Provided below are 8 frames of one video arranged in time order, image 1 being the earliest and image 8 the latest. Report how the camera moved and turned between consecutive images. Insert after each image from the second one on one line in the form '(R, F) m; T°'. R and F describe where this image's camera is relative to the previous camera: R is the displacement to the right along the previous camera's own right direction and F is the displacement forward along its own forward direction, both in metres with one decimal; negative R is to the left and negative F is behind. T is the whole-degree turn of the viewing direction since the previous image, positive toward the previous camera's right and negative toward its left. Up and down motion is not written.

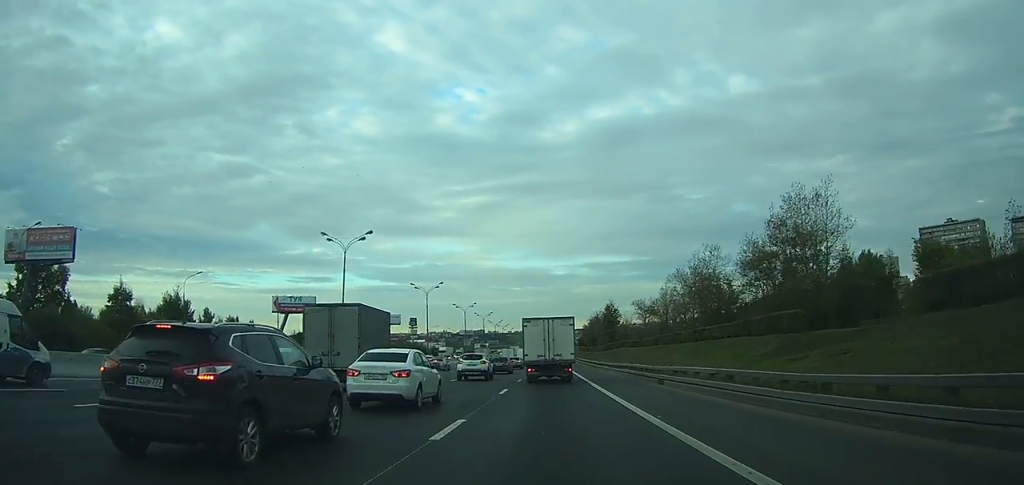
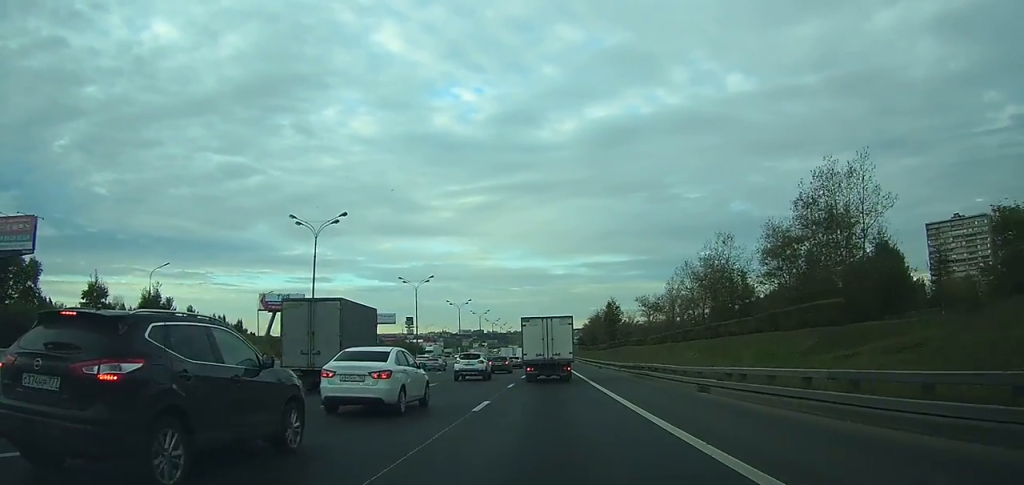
(+0.2, +7.2) m; 0°
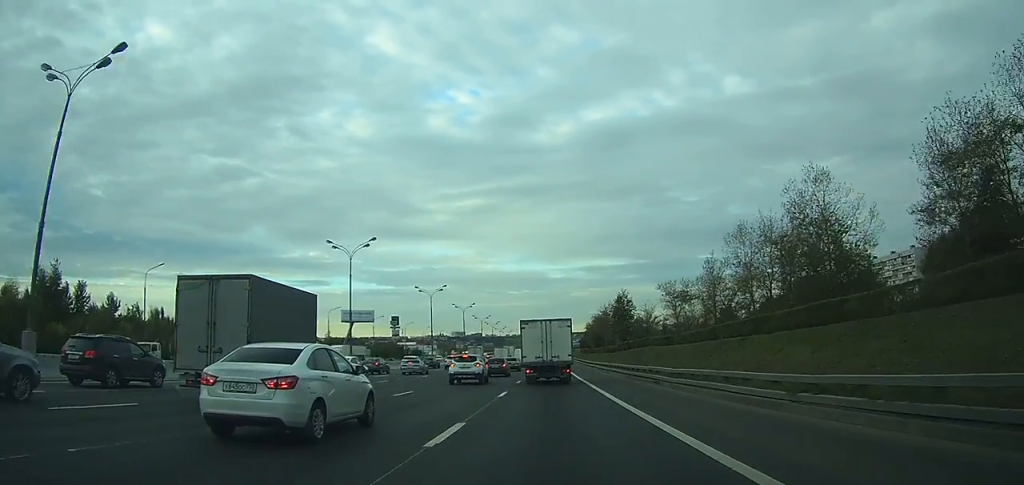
(+0.2, +27.5) m; 0°
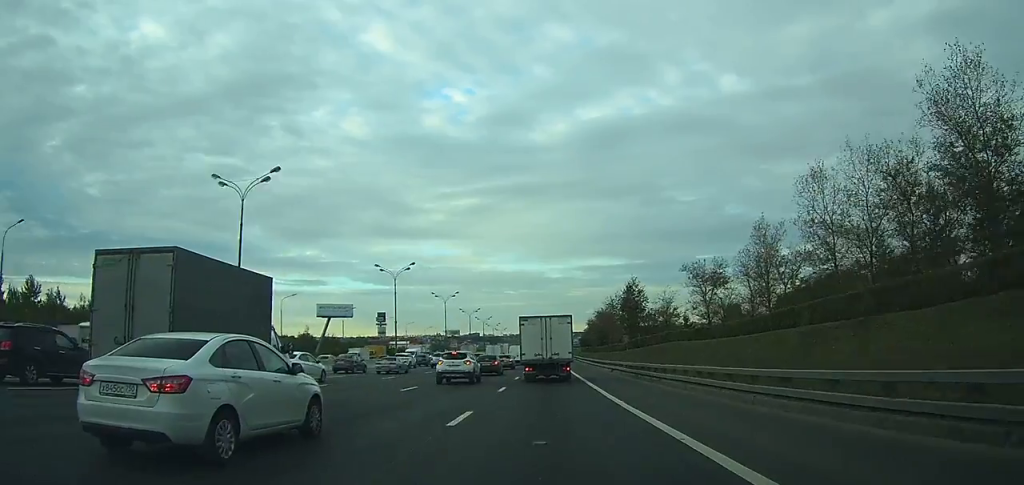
(0.0, +20.9) m; -1°
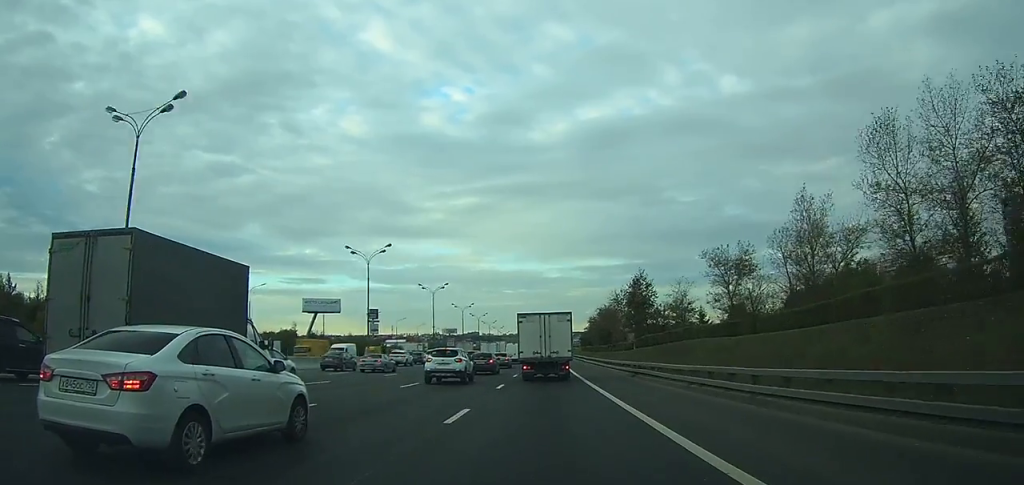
(0.0, +11.8) m; -1°
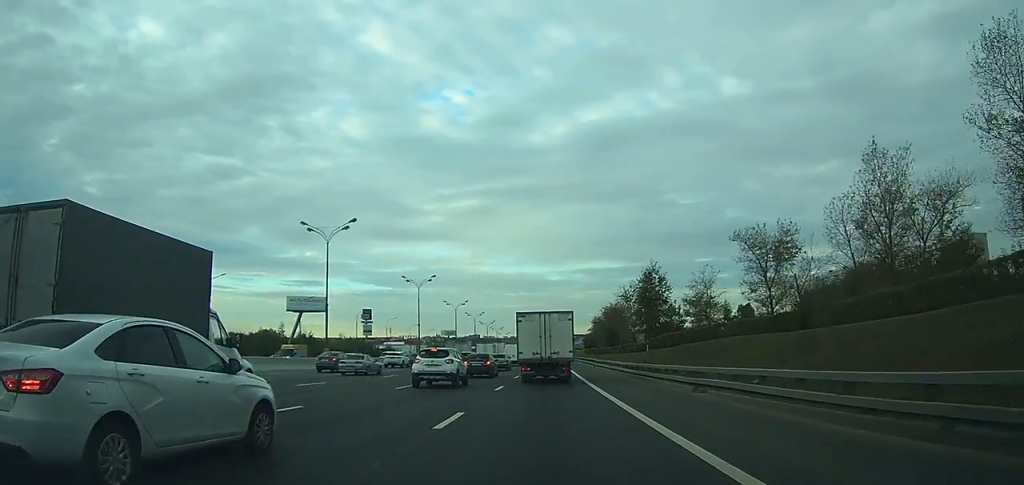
(-0.2, +13.1) m; 0°
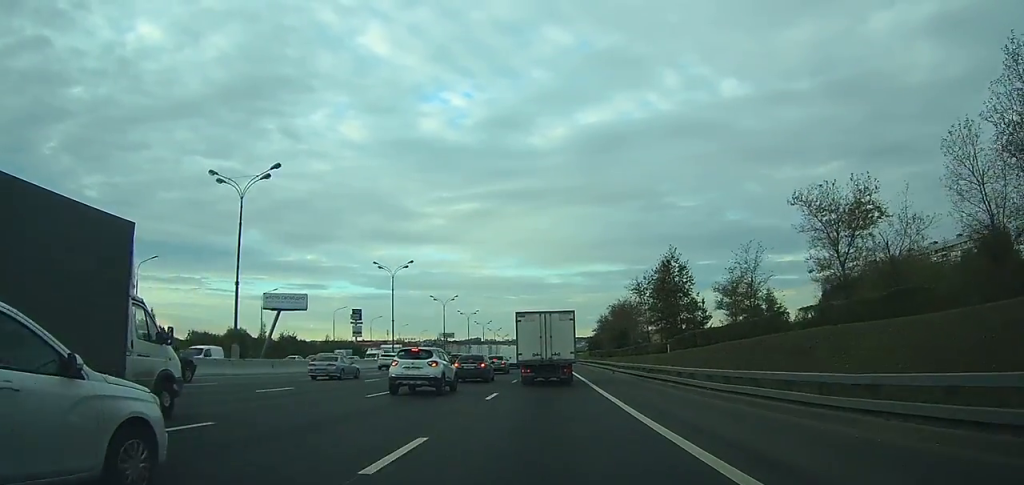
(+0.1, +16.3) m; 0°
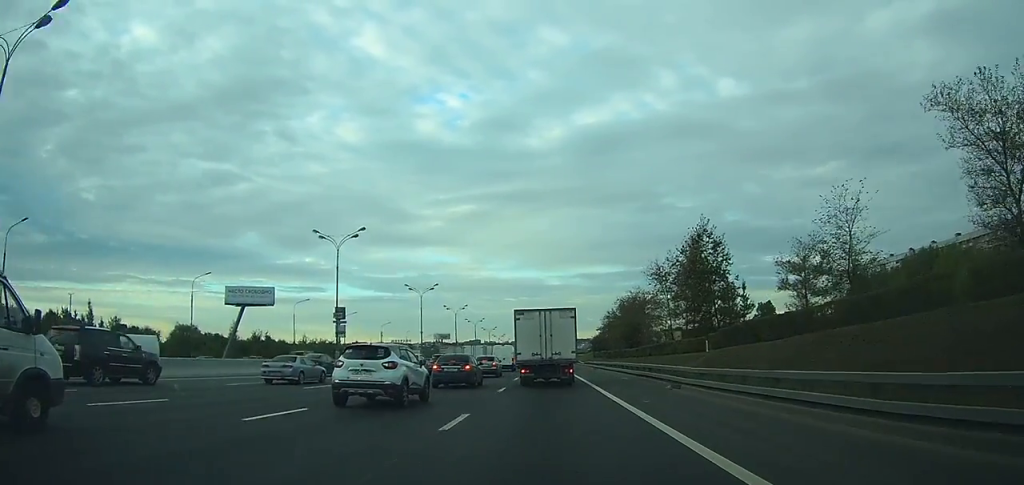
(0.0, +19.8) m; 0°
